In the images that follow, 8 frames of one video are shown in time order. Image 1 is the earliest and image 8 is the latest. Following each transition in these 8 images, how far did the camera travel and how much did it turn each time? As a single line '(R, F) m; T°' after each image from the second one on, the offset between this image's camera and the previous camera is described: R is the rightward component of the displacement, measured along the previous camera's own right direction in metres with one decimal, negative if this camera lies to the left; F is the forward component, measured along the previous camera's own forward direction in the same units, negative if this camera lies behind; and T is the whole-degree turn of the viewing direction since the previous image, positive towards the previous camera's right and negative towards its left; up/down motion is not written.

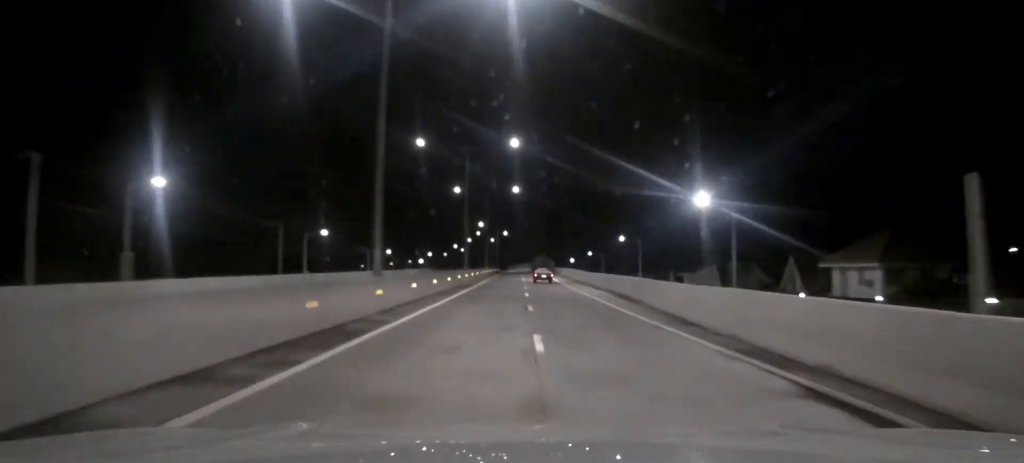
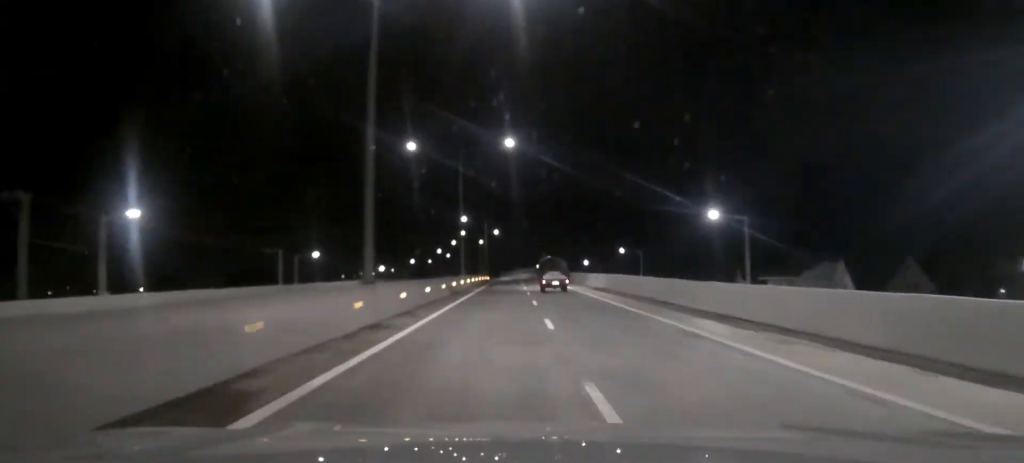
(+0.2, +43.0) m; 0°
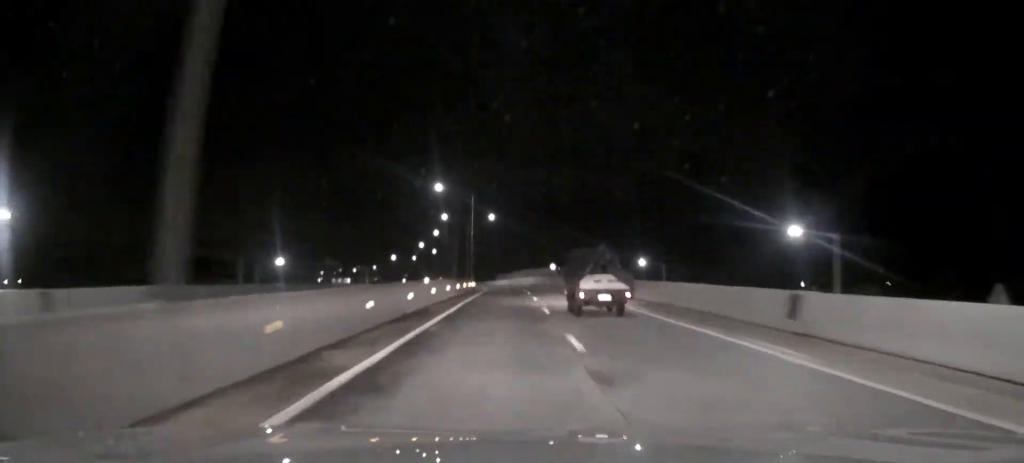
(0.0, +53.4) m; 0°
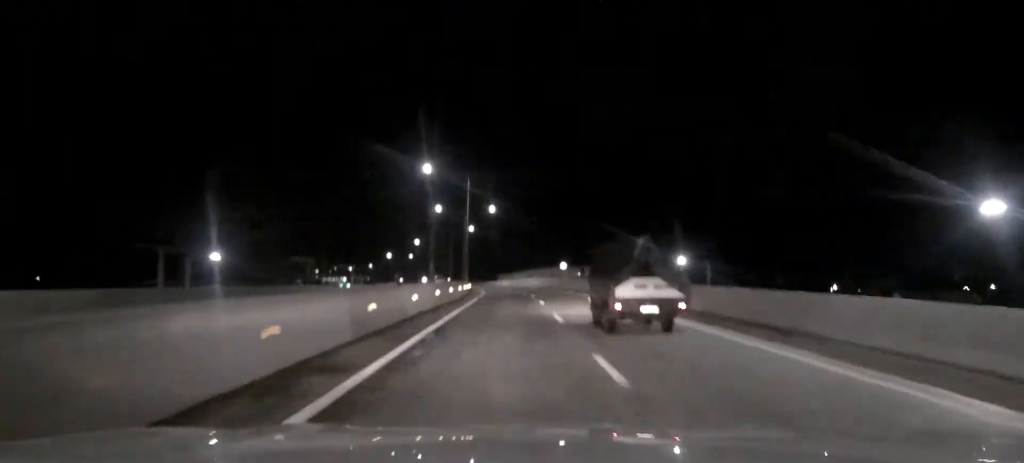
(0.0, +16.9) m; 0°
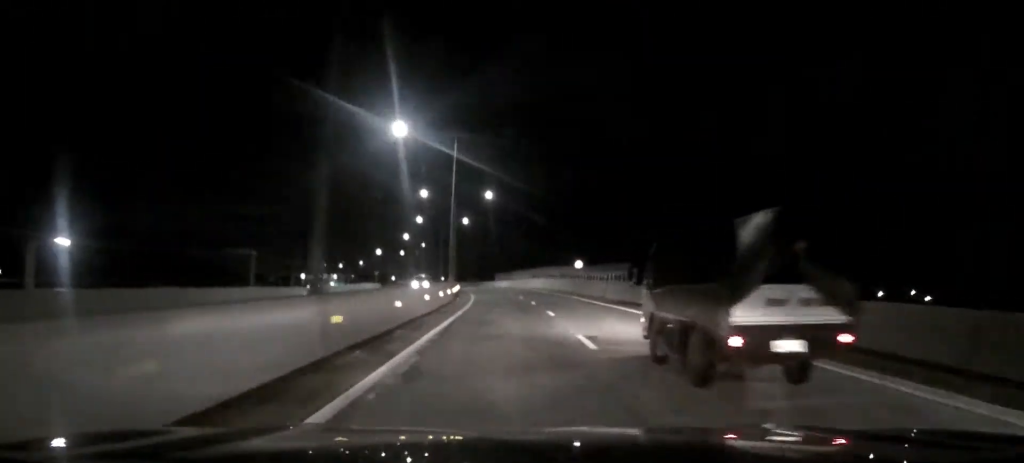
(0.0, +19.8) m; 0°
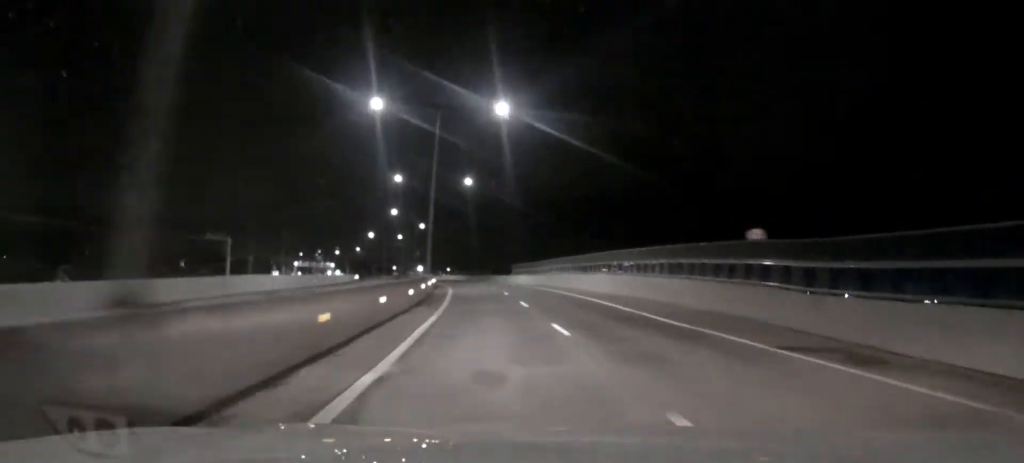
(-0.8, +46.5) m; -2°
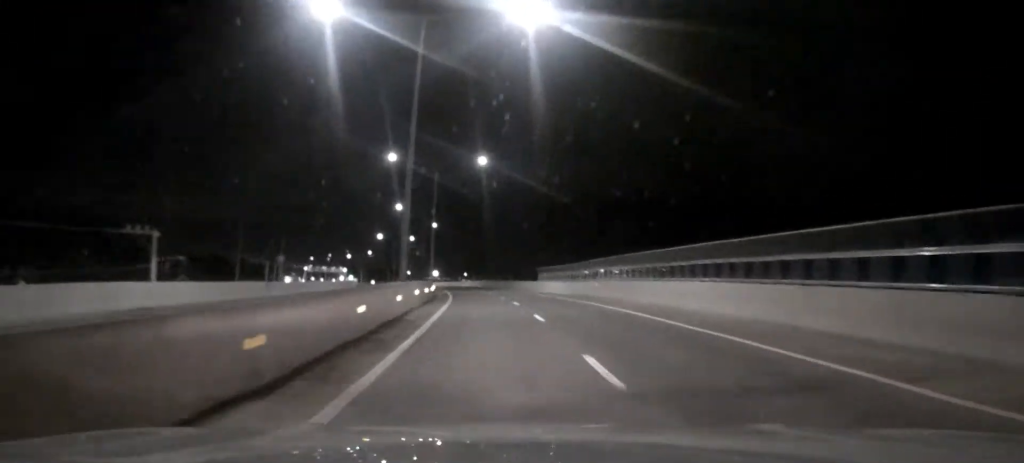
(-0.2, +19.7) m; -1°
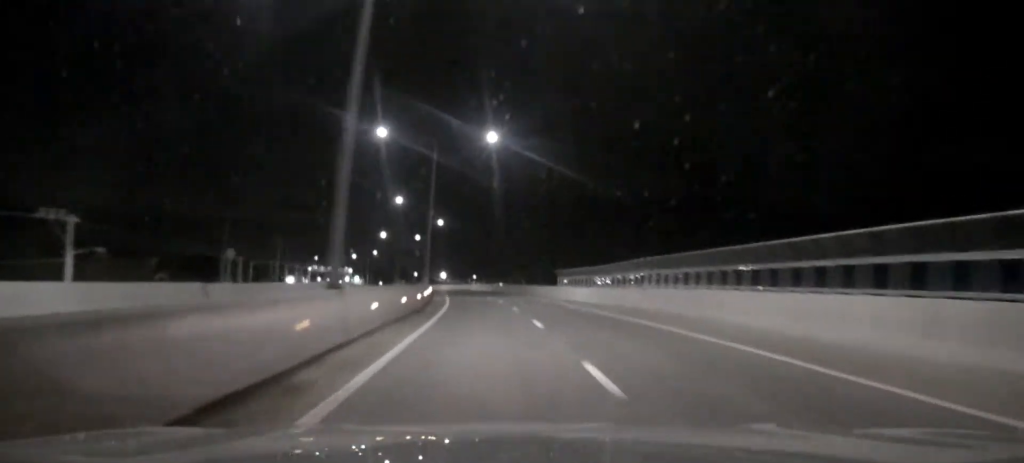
(-0.2, +12.8) m; -1°
